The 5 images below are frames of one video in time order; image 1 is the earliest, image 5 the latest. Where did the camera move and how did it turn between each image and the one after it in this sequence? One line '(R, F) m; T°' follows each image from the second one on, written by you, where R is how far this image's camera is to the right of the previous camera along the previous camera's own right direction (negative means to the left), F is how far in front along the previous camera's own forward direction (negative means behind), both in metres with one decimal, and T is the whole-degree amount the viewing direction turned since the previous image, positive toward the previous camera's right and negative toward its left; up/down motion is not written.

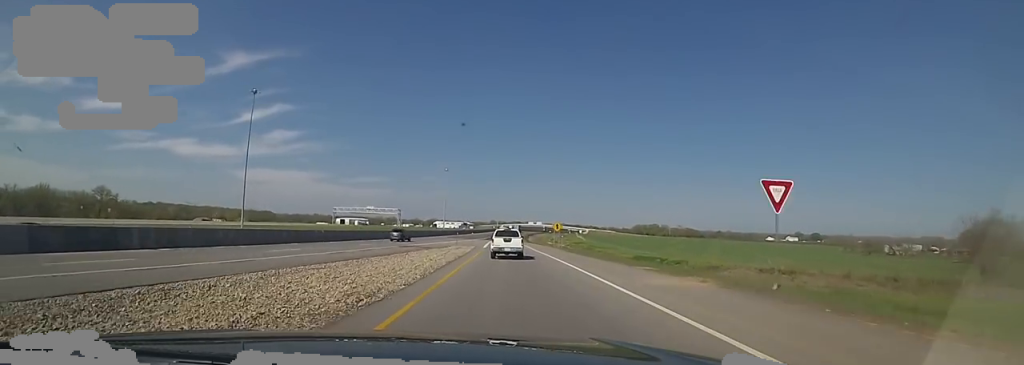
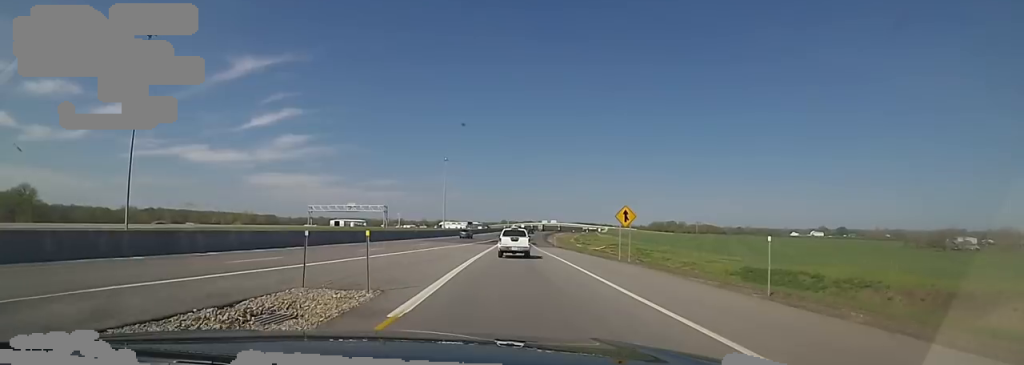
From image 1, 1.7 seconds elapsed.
(0.0, +39.0) m; -6°
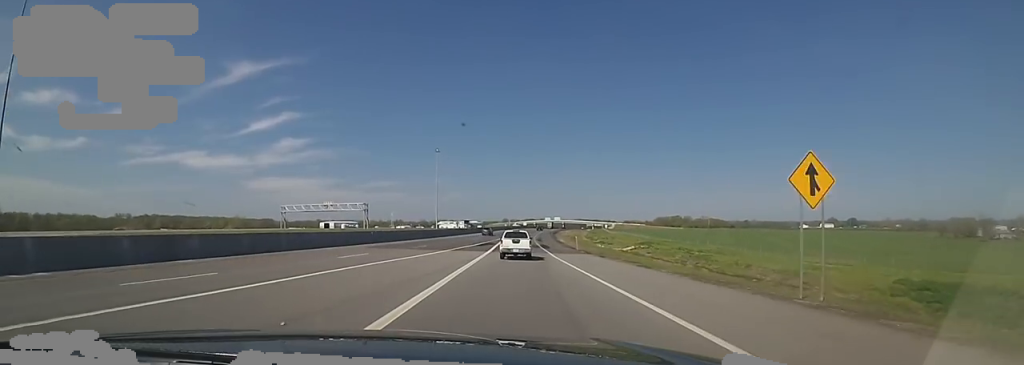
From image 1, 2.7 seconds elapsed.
(-1.3, +22.1) m; -1°
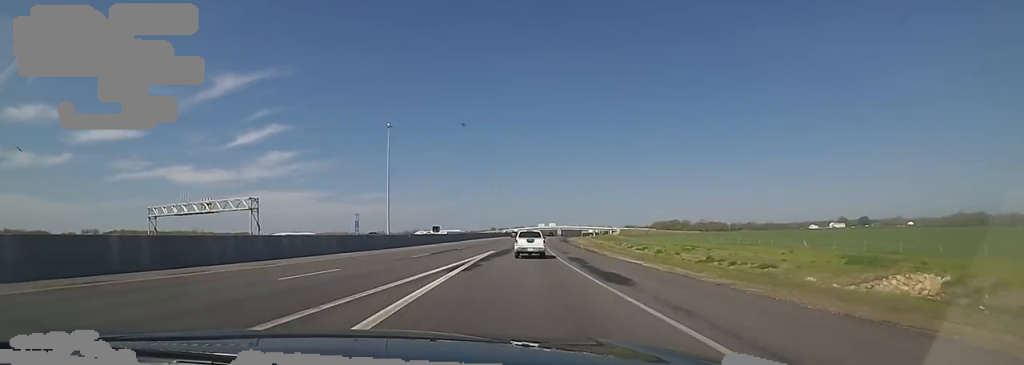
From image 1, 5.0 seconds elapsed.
(+1.1, +55.3) m; +2°
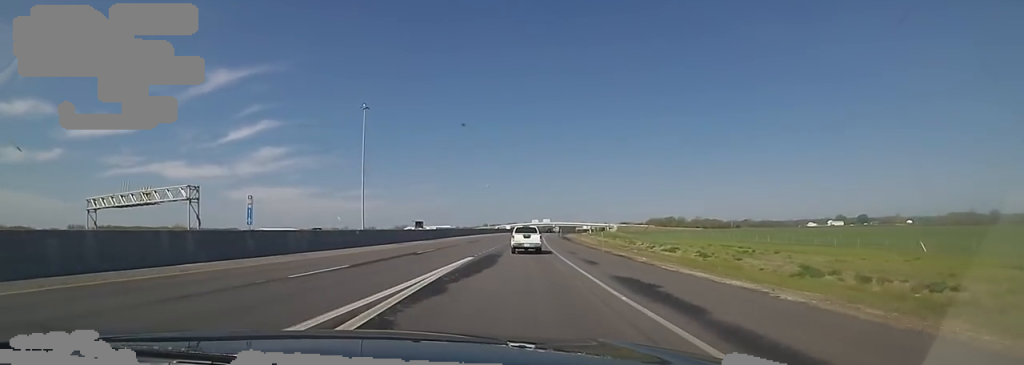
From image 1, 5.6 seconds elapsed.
(+0.7, +15.4) m; +2°
